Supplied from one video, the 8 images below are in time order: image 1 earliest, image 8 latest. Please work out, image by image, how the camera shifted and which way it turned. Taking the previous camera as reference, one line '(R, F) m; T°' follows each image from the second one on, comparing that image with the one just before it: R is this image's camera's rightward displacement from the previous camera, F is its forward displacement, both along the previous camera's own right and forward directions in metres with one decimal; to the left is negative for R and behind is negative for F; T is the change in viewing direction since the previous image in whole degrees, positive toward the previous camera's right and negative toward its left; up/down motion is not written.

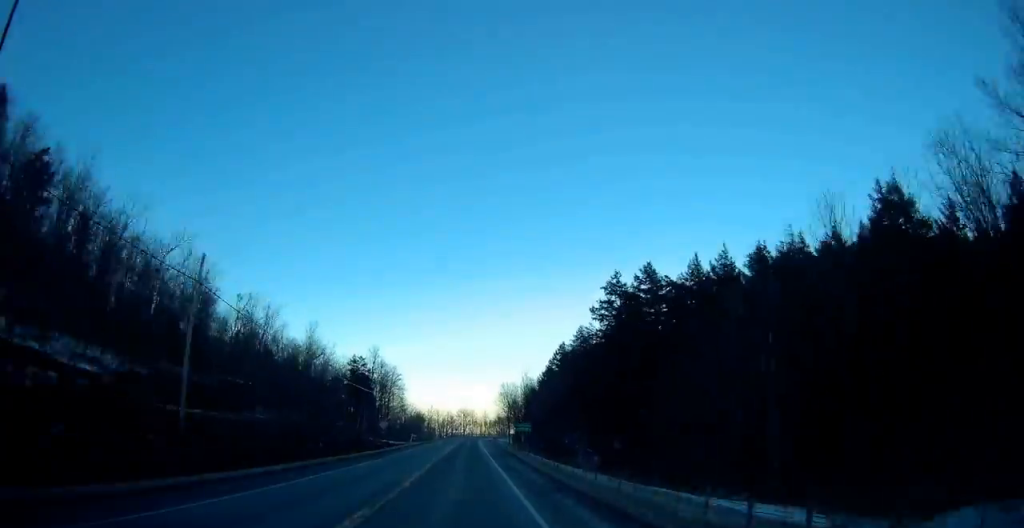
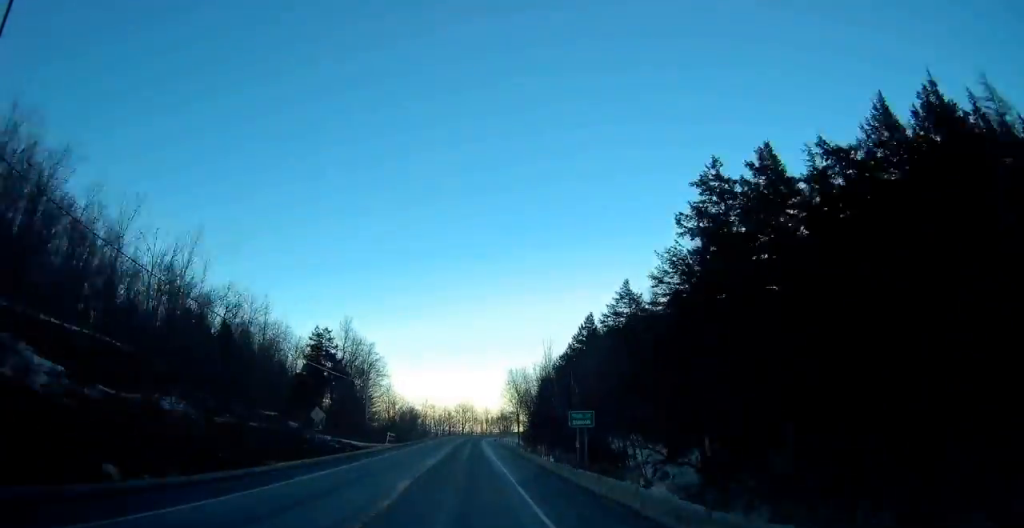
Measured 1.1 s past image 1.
(0.0, +29.2) m; 0°
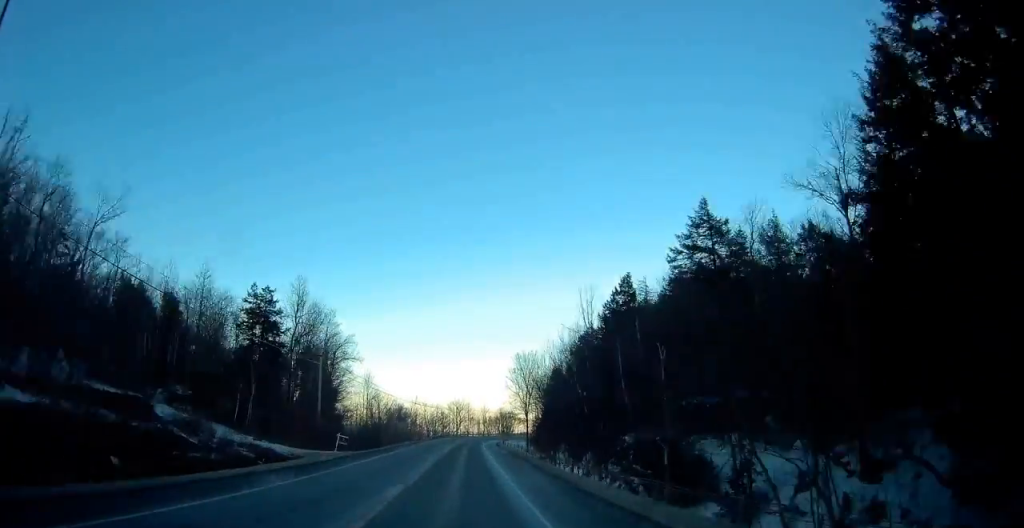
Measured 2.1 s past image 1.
(-0.1, +25.7) m; 0°
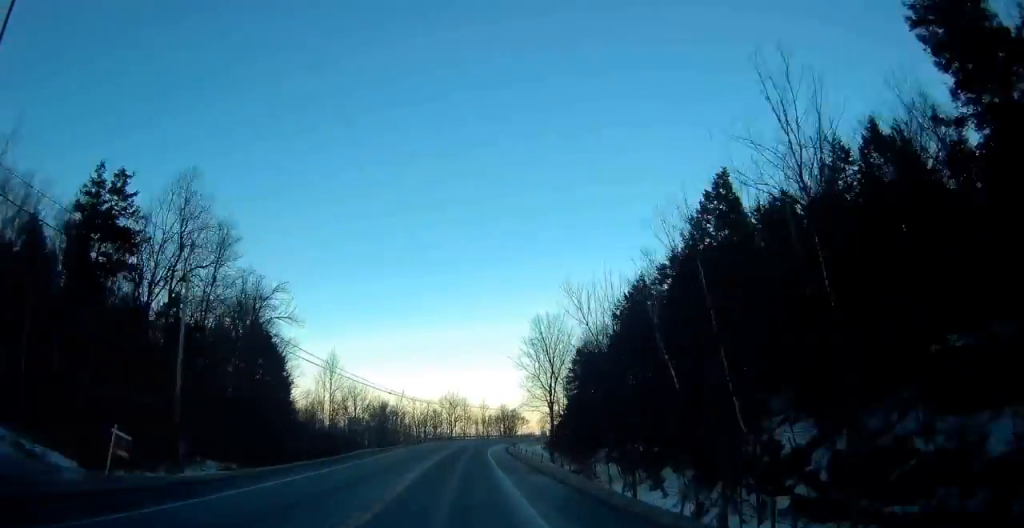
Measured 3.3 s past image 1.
(+0.1, +30.8) m; +1°
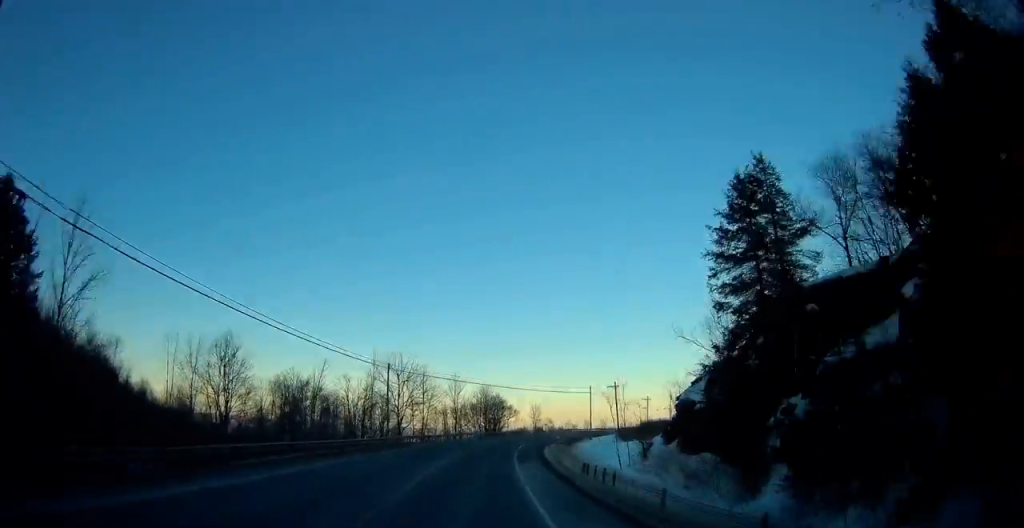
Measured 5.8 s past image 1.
(+1.9, +63.3) m; +5°
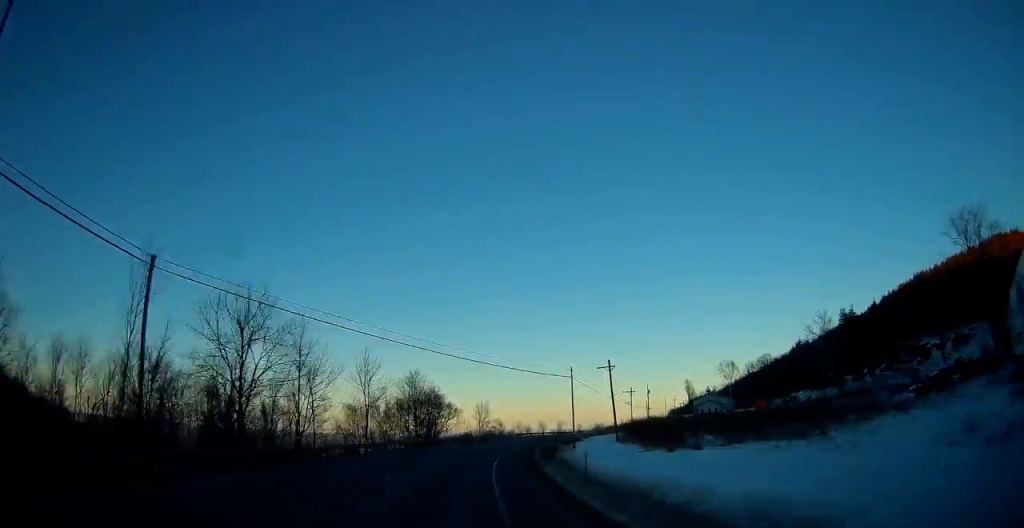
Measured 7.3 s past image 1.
(+1.0, +37.6) m; +5°
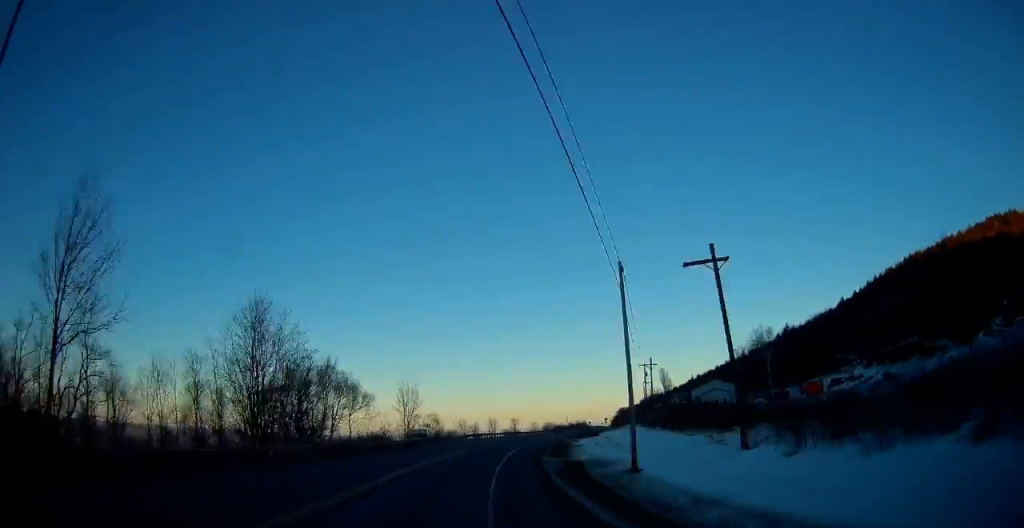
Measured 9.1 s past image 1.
(+2.6, +46.2) m; +7°
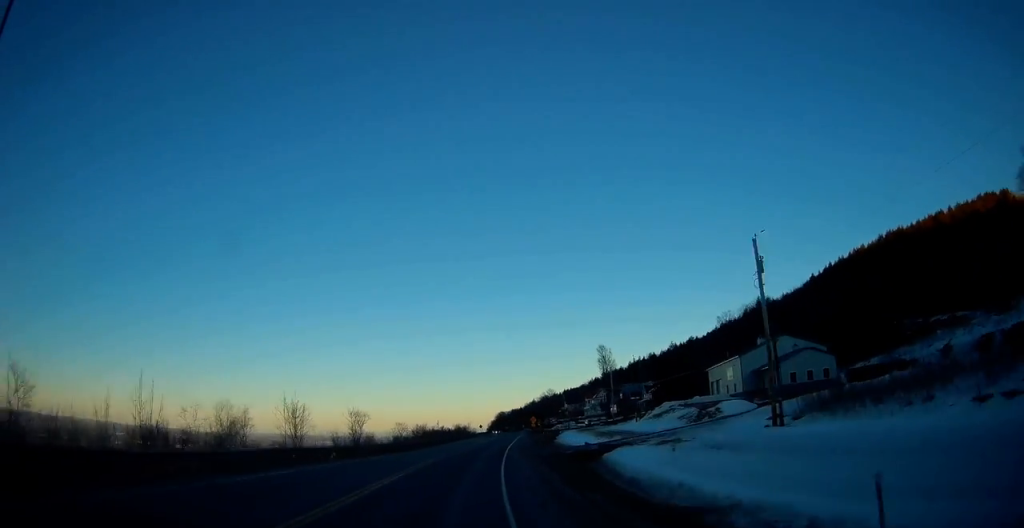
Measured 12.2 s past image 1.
(+9.1, +79.9) m; +11°
